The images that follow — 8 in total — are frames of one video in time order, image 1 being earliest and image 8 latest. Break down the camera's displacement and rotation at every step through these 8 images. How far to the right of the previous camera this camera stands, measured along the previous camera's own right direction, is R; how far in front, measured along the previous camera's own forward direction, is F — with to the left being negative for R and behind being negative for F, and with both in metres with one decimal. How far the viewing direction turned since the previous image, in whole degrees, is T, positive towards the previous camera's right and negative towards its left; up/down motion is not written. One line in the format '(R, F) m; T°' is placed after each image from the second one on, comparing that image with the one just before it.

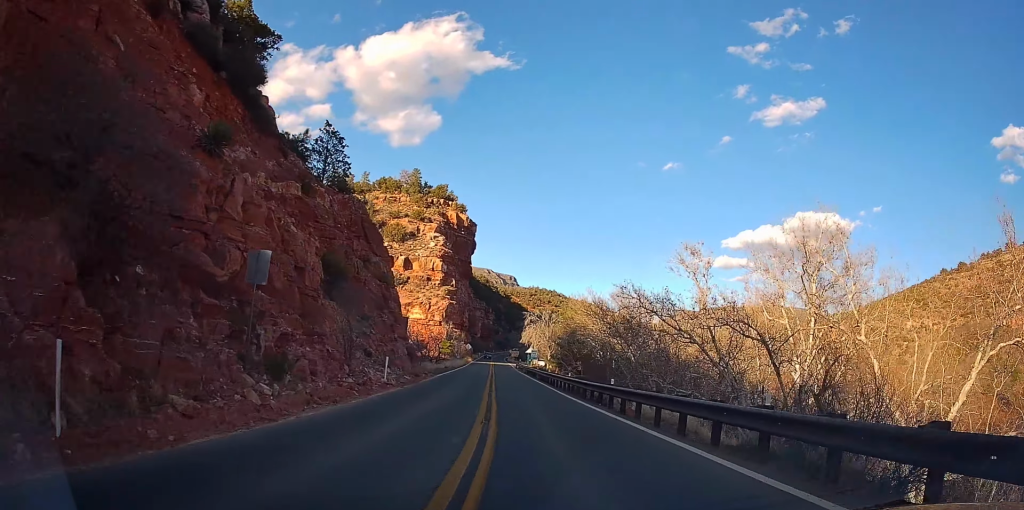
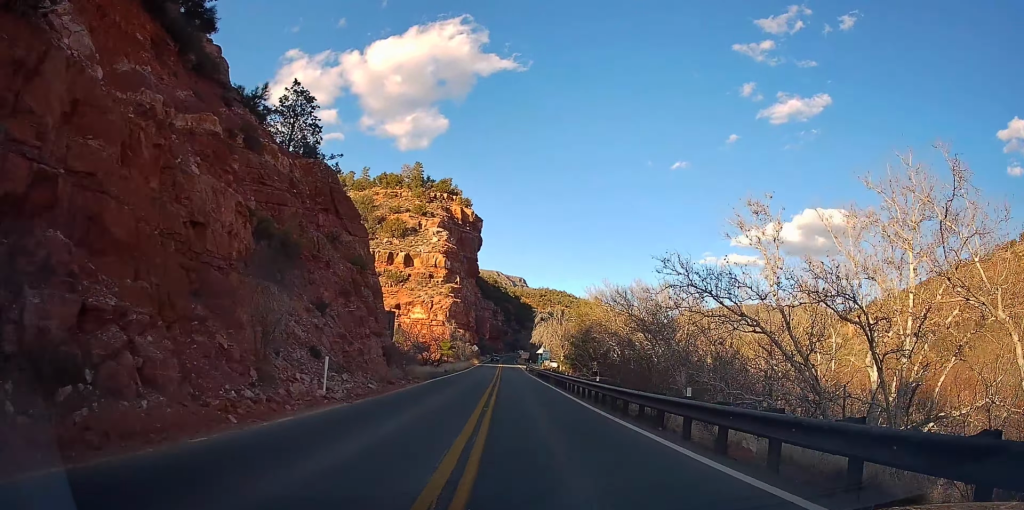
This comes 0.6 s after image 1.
(-0.1, +8.6) m; -1°
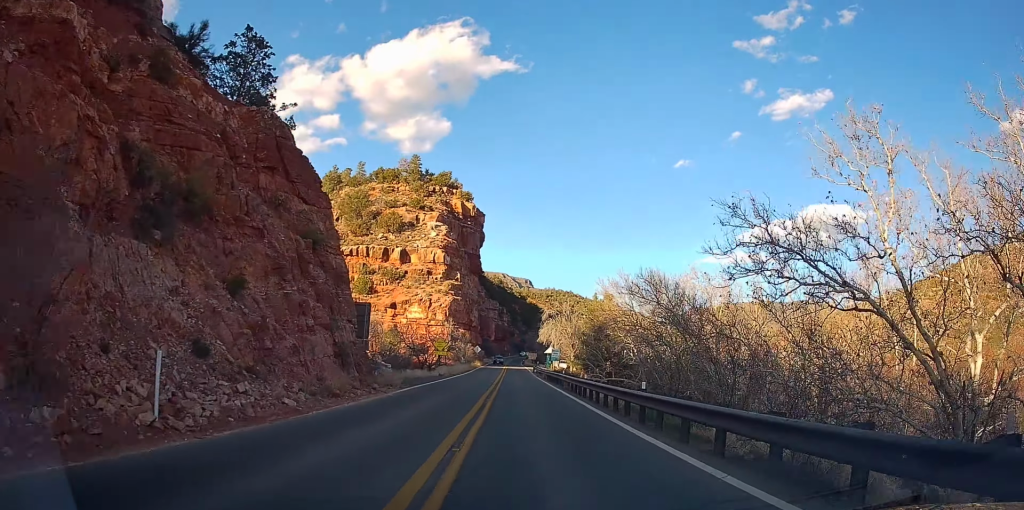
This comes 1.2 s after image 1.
(+0.2, +8.1) m; -1°
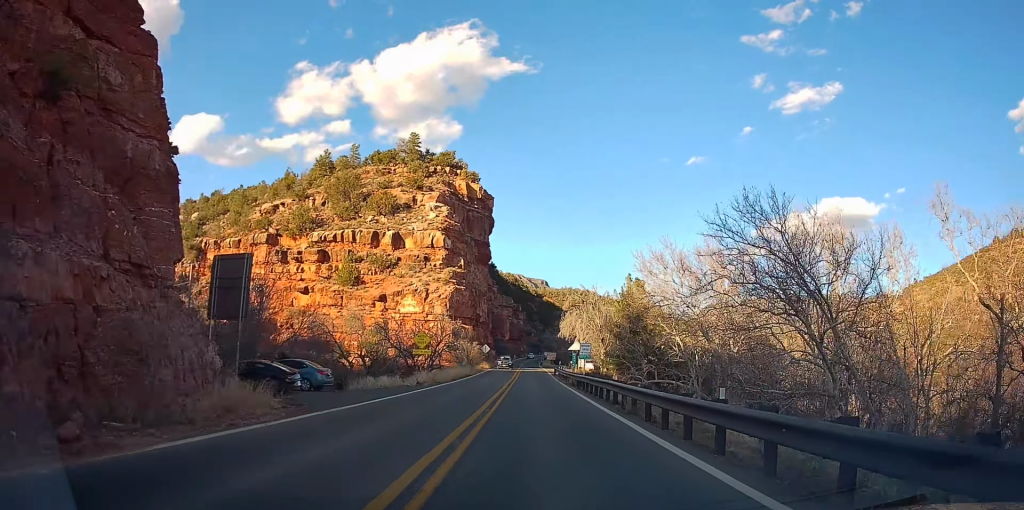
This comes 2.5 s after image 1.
(-0.8, +17.0) m; -4°
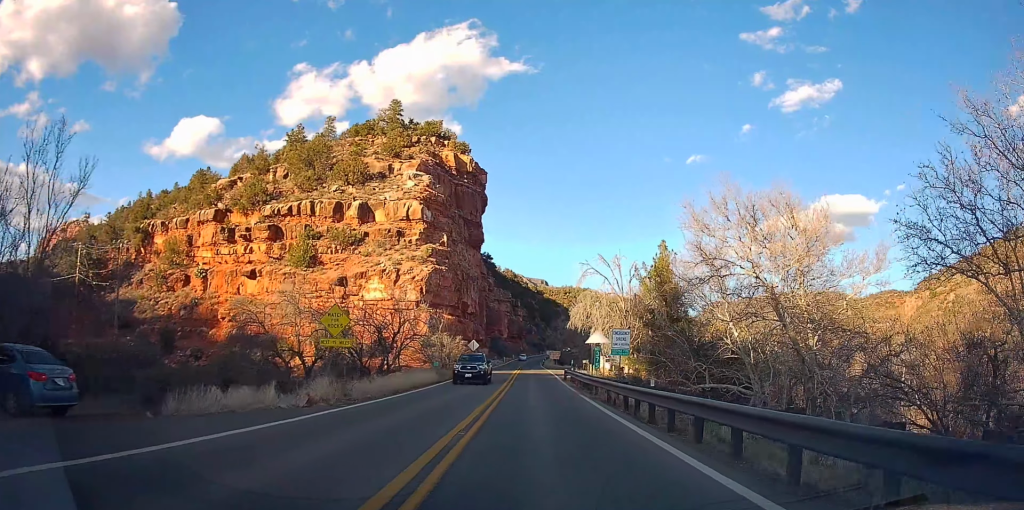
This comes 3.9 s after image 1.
(-0.1, +18.2) m; -1°
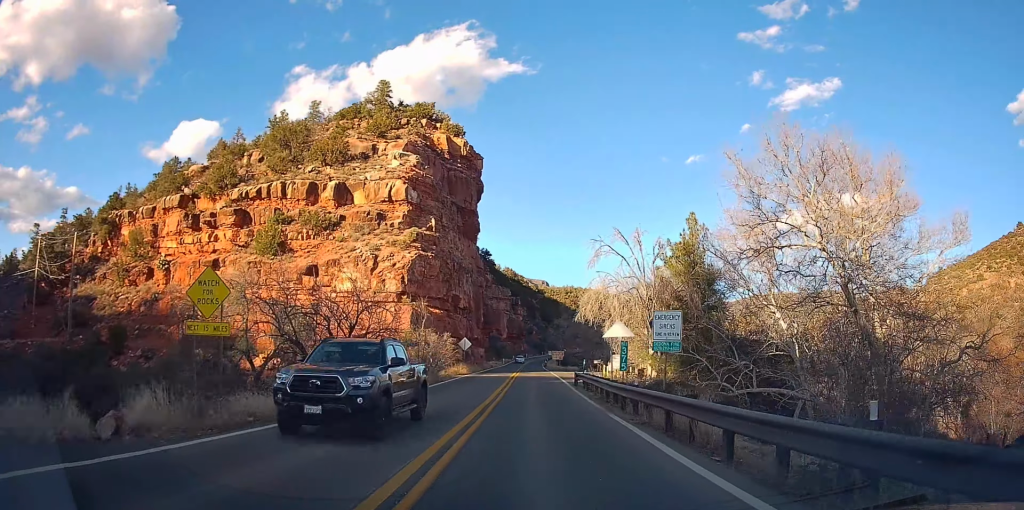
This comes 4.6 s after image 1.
(0.0, +9.5) m; 0°
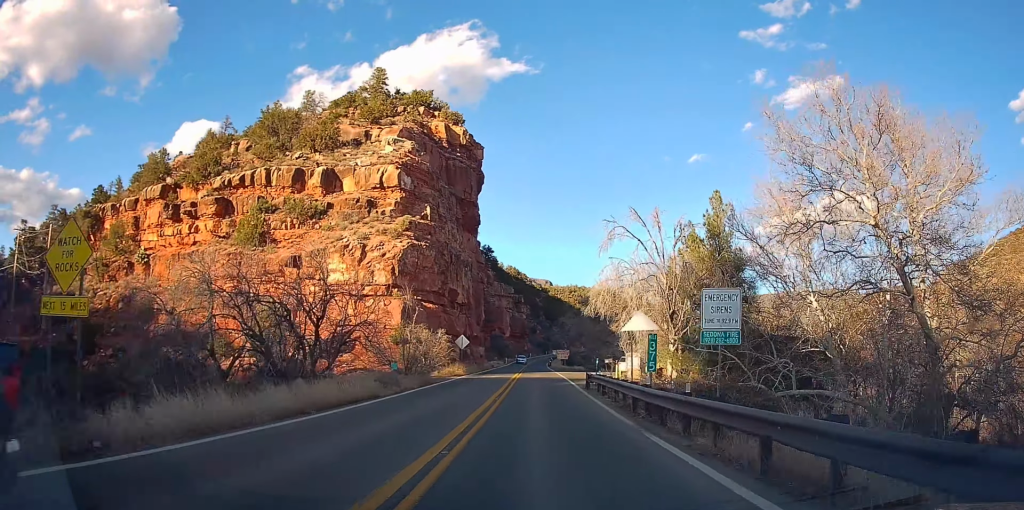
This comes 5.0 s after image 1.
(-0.3, +5.1) m; +1°
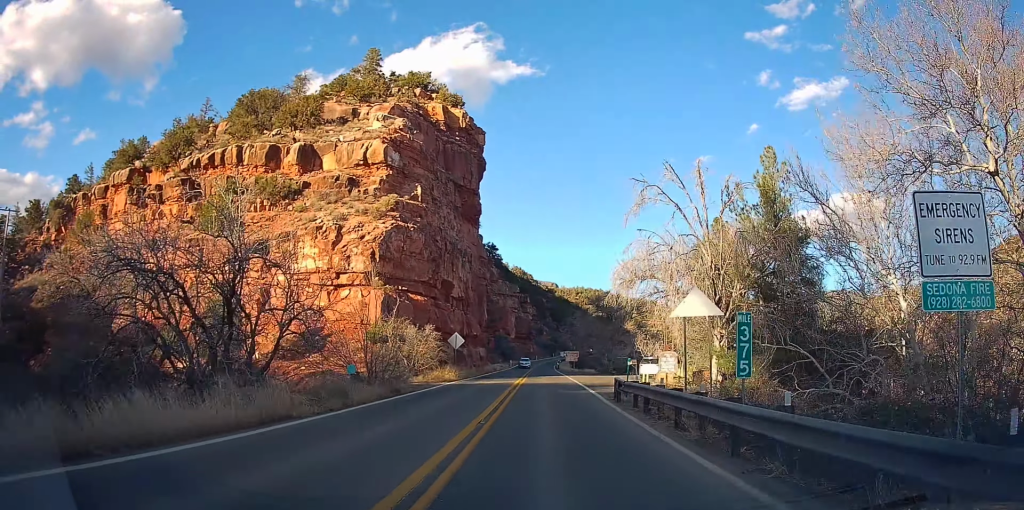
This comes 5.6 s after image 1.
(+0.1, +7.9) m; +1°
